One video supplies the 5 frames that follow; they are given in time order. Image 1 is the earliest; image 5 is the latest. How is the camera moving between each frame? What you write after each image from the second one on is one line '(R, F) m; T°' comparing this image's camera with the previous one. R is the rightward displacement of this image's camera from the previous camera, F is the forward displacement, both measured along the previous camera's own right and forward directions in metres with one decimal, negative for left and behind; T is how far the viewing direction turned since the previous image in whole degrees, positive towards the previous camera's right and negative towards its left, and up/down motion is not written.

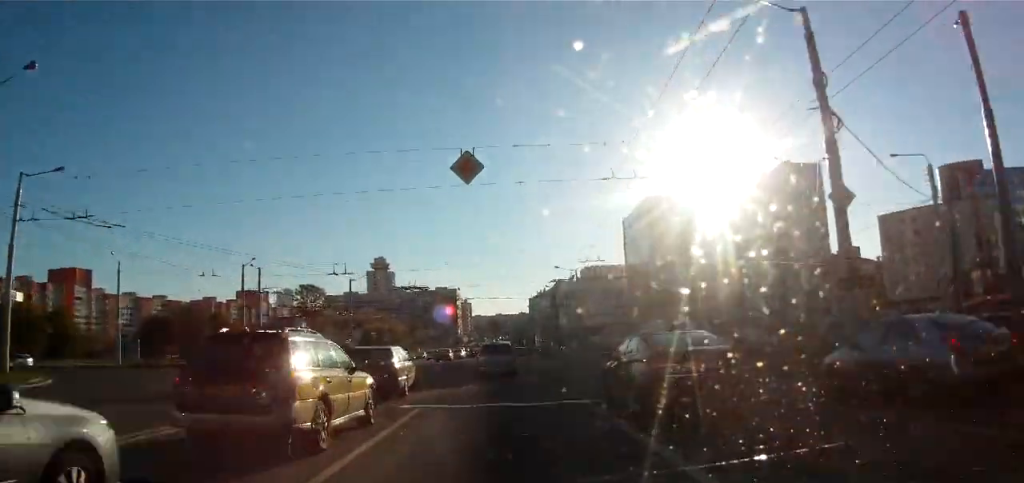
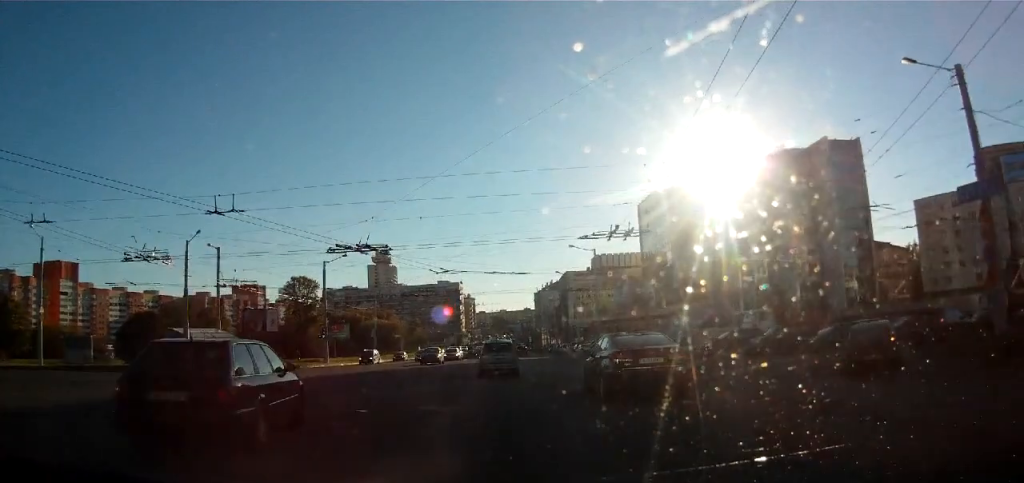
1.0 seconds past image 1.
(0.0, +14.4) m; +2°
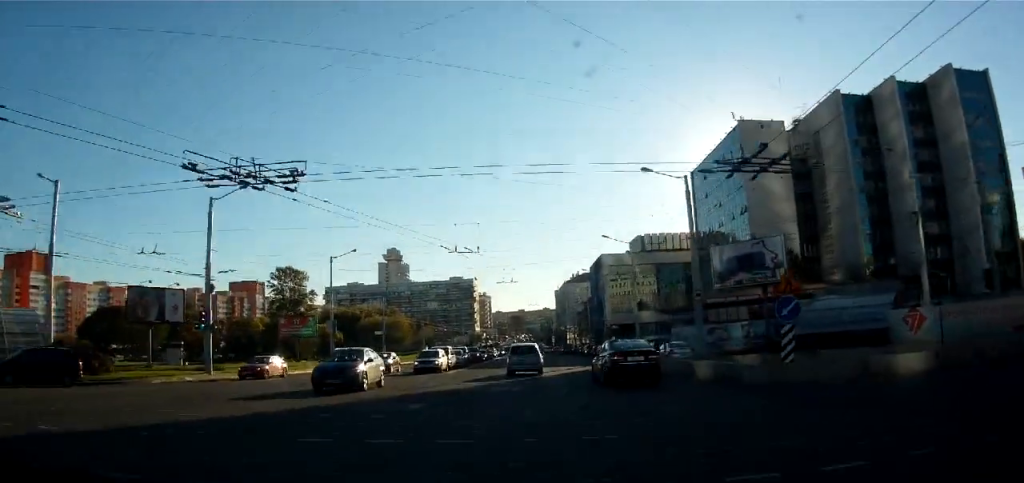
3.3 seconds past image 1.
(0.0, +32.7) m; -2°
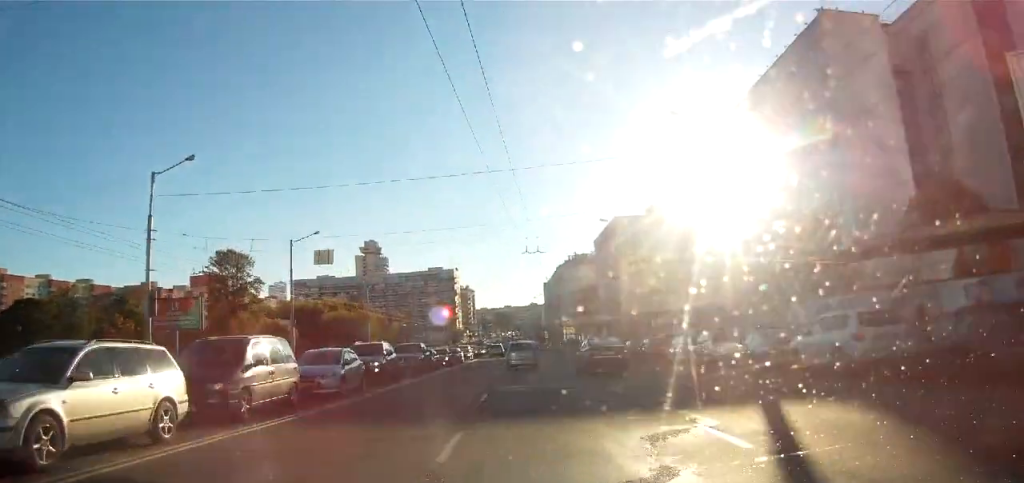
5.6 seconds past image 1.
(+0.9, +33.7) m; 0°
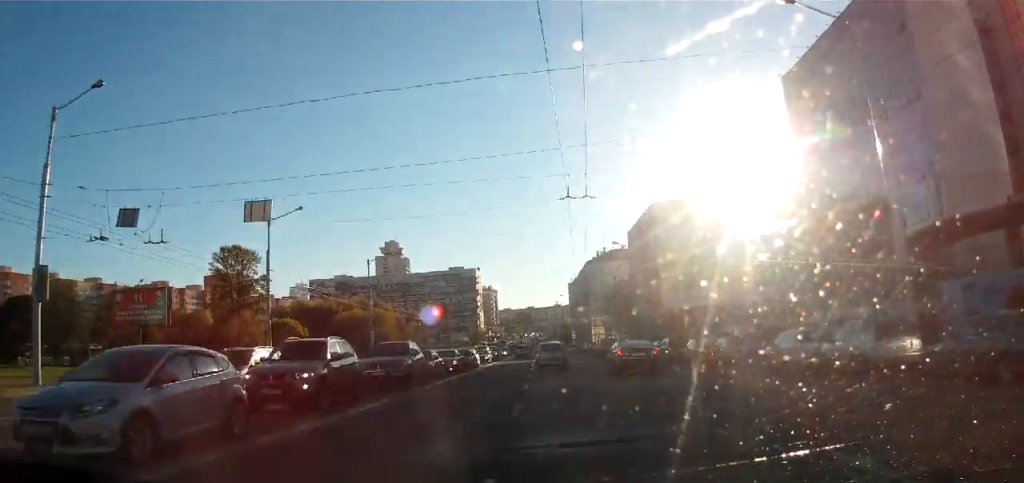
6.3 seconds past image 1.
(-0.2, +11.1) m; -3°
